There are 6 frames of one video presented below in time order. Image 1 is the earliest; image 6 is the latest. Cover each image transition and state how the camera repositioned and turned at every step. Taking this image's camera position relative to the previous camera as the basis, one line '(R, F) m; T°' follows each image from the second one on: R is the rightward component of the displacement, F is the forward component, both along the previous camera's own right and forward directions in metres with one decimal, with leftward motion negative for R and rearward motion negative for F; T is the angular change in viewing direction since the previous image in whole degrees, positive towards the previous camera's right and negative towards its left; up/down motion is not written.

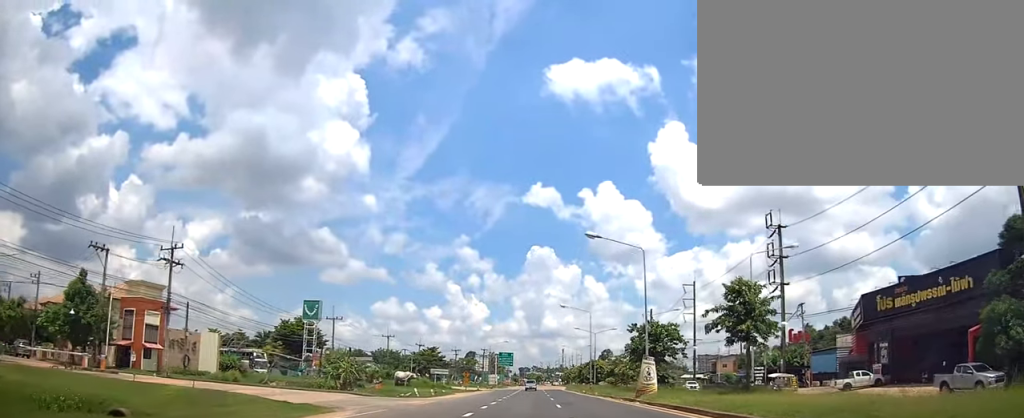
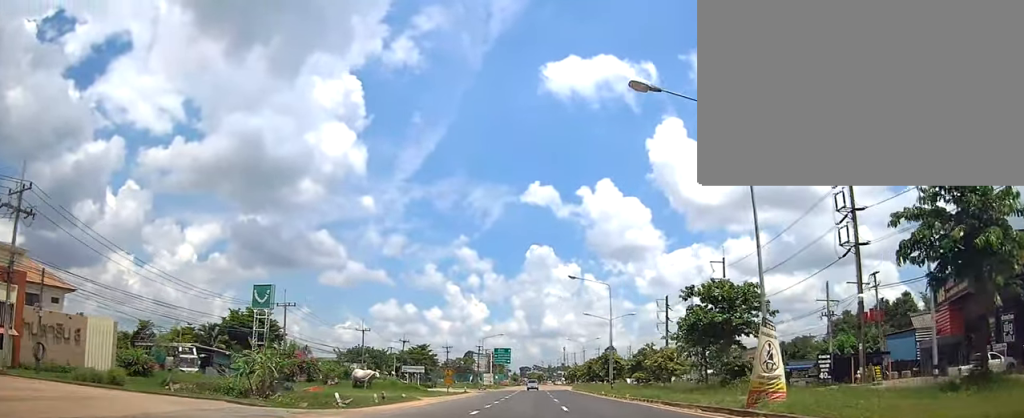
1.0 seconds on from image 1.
(+0.3, +16.9) m; 0°
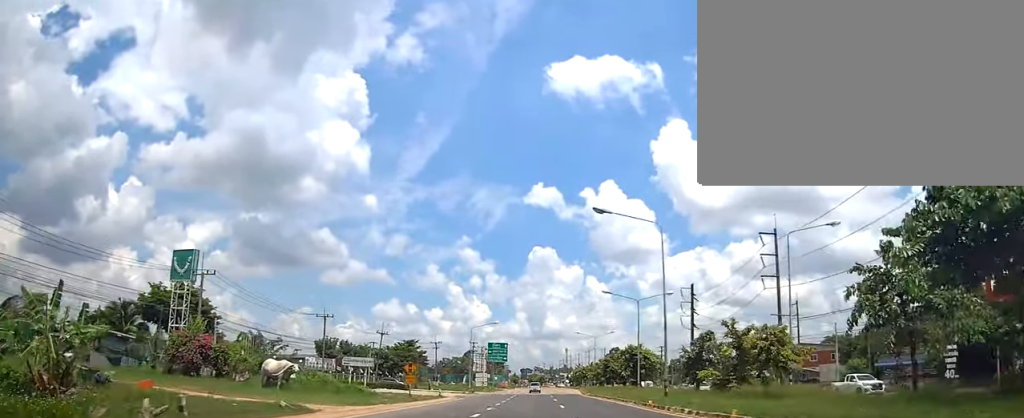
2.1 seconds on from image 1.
(-0.2, +18.8) m; -1°
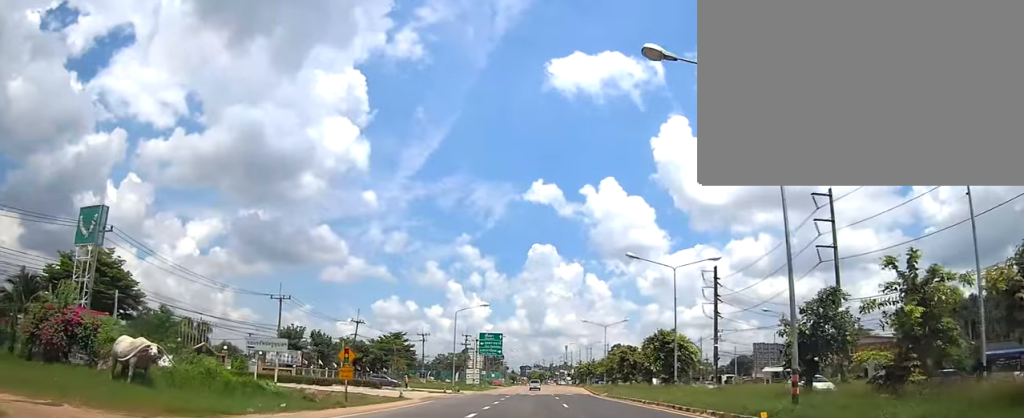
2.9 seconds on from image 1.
(-0.1, +14.3) m; 0°
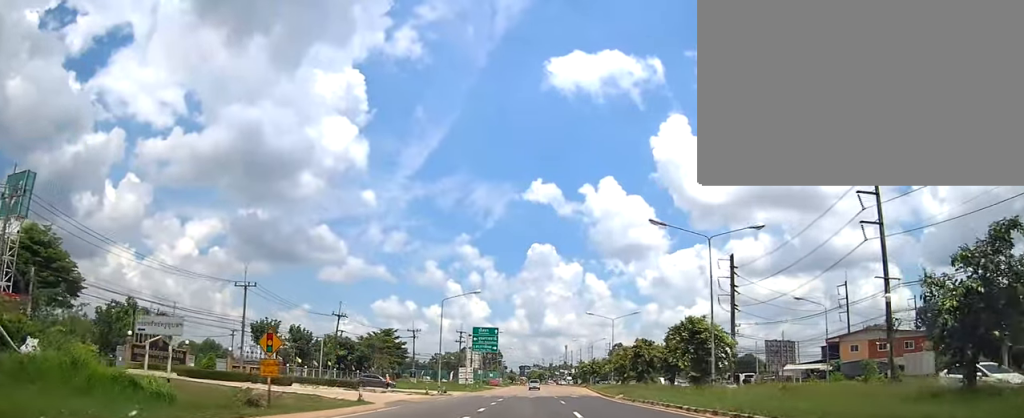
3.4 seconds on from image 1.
(0.0, +8.5) m; 0°
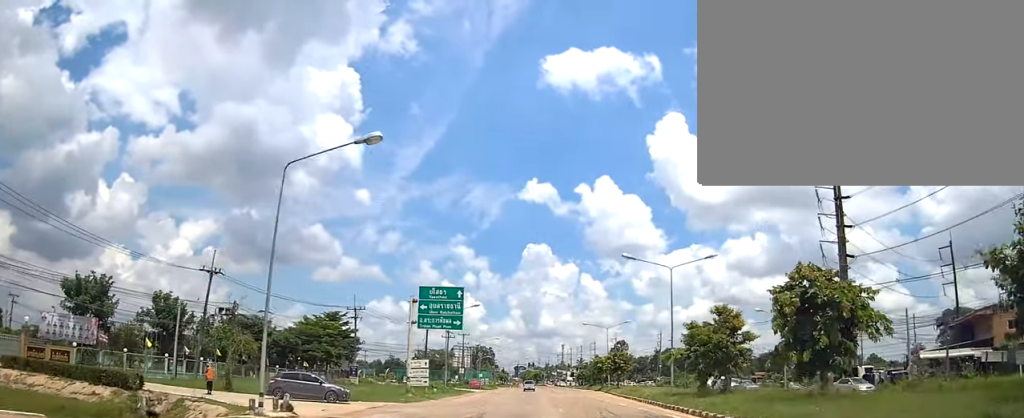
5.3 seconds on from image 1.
(+0.8, +33.7) m; +2°
